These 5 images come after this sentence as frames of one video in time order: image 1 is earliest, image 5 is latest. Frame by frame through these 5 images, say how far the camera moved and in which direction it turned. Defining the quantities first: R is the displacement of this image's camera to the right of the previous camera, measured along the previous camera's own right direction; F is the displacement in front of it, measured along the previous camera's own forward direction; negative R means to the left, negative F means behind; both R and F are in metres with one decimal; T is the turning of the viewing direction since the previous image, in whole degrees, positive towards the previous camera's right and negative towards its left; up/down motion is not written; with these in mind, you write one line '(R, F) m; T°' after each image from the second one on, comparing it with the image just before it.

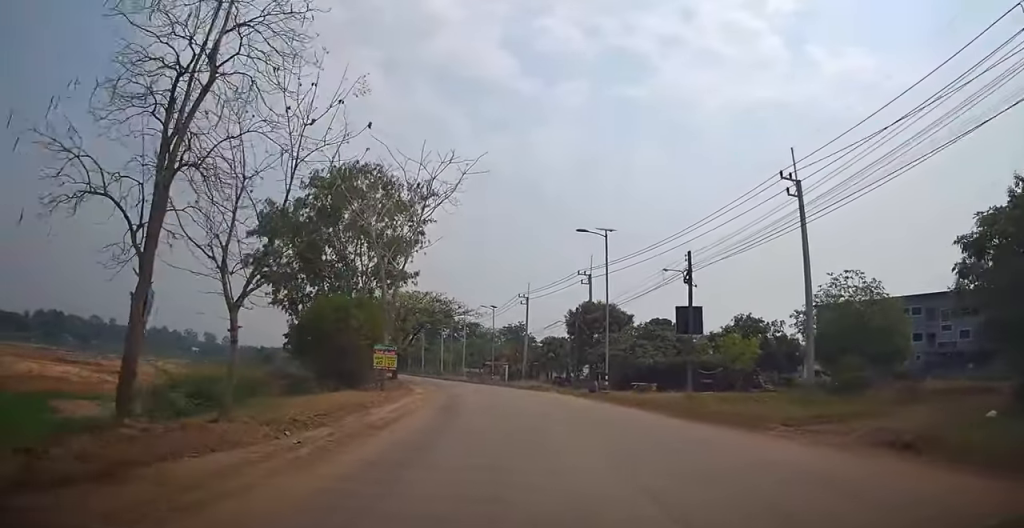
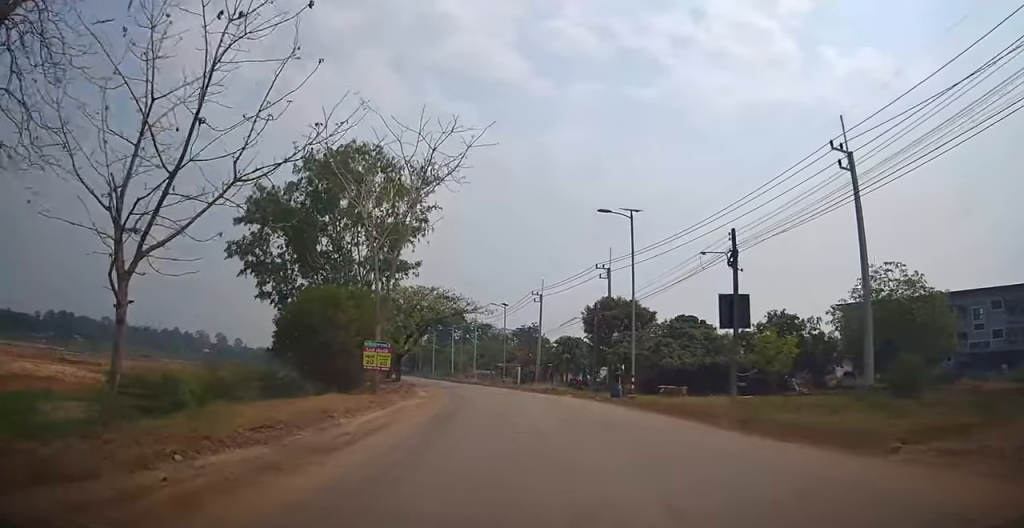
(+0.1, +3.7) m; -3°
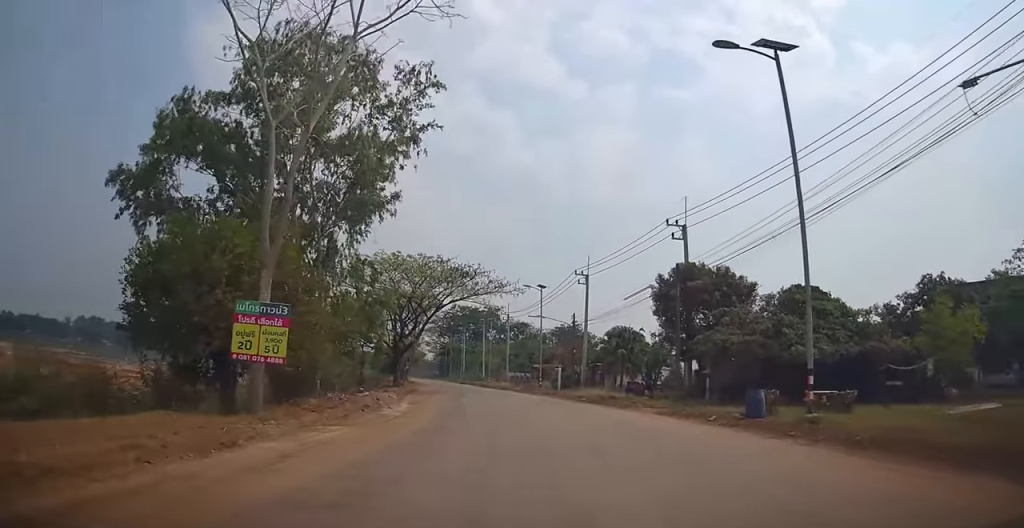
(-1.2, +12.8) m; -7°
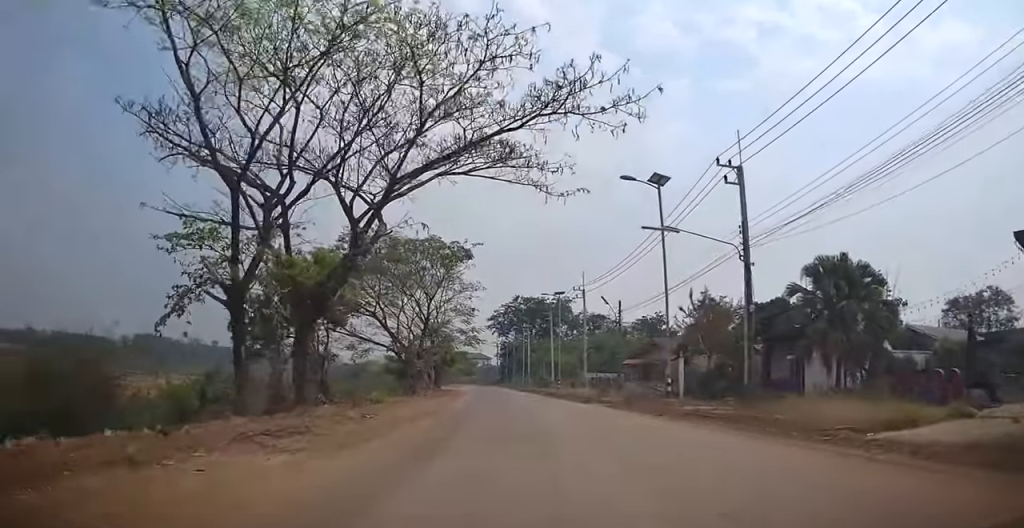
(-1.3, +25.0) m; -8°
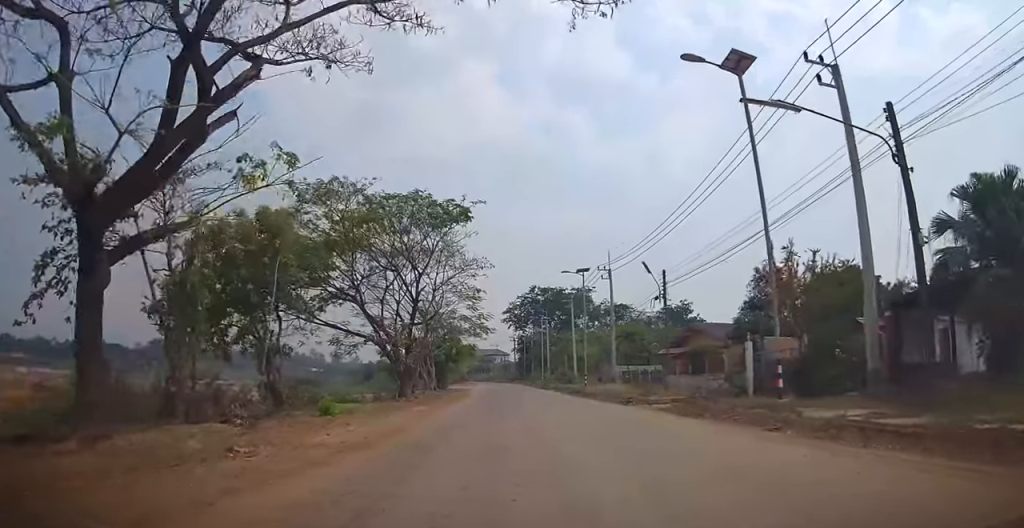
(+0.1, +8.5) m; -5°
